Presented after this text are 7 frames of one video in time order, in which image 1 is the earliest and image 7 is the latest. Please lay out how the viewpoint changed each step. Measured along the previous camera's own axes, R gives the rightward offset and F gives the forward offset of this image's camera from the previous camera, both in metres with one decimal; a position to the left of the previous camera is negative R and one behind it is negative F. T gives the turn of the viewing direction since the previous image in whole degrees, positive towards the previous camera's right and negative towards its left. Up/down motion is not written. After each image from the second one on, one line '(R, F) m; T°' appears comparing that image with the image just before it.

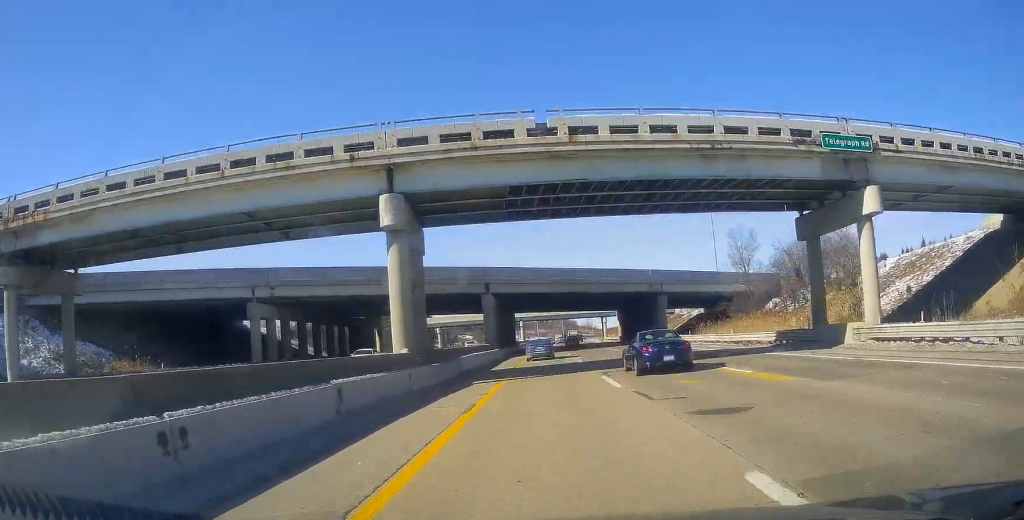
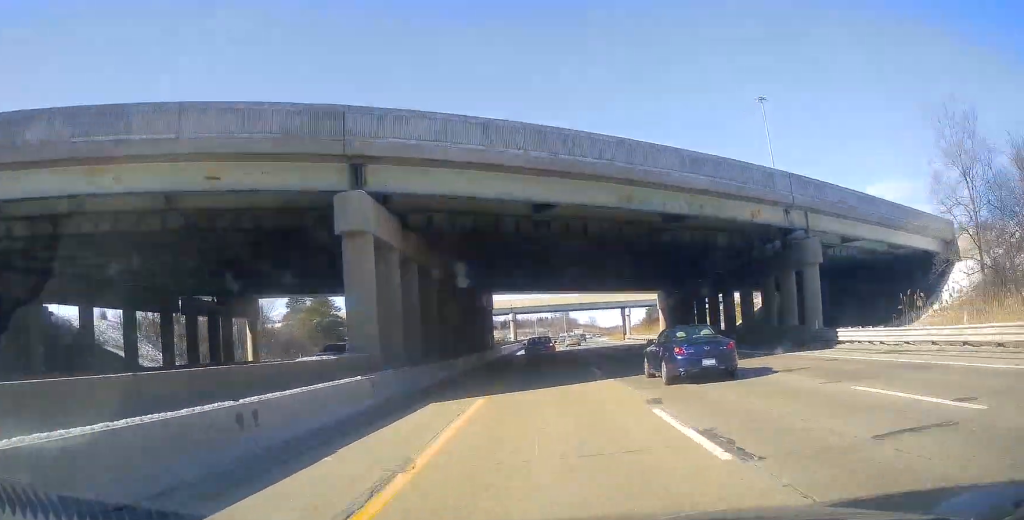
(0.0, +40.6) m; 0°
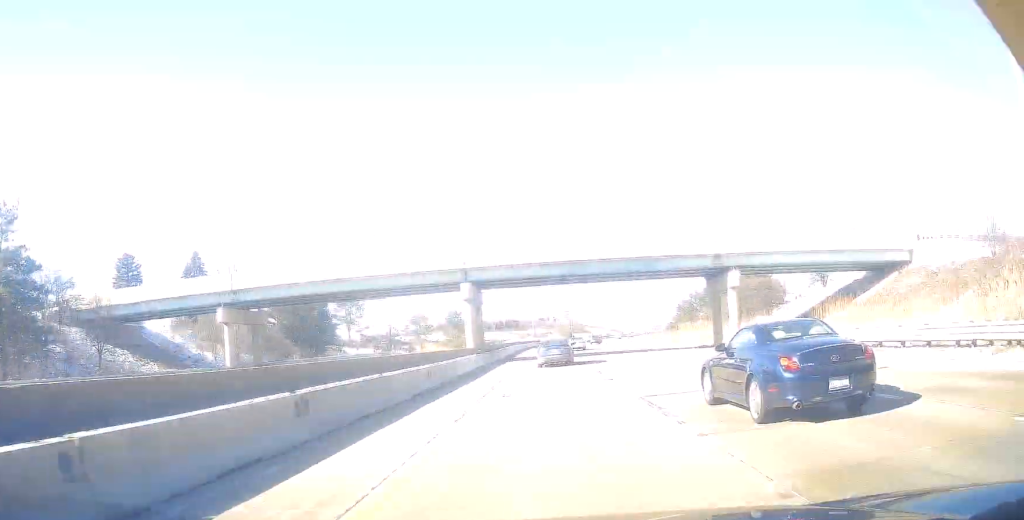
(+0.4, +58.7) m; +1°
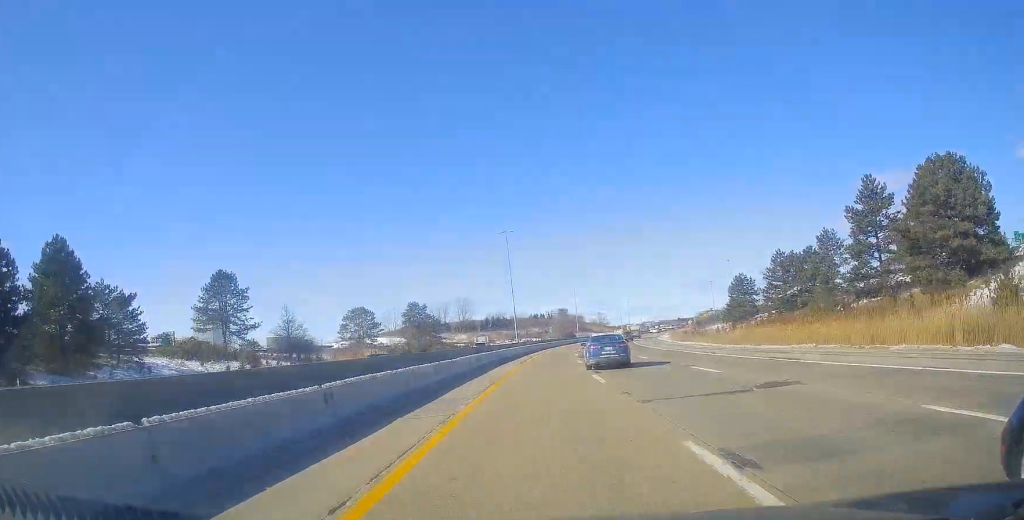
(+0.3, +65.8) m; +2°
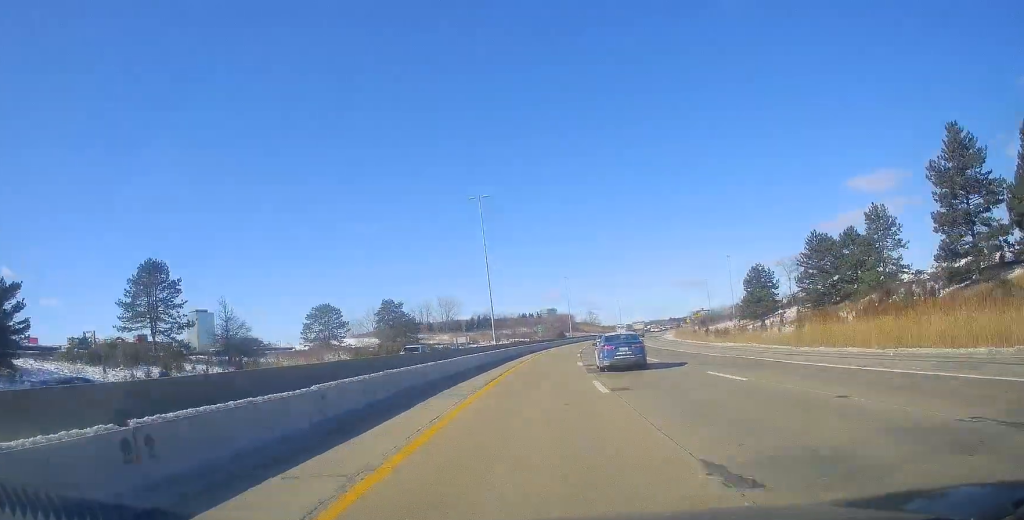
(+0.1, +18.3) m; +1°
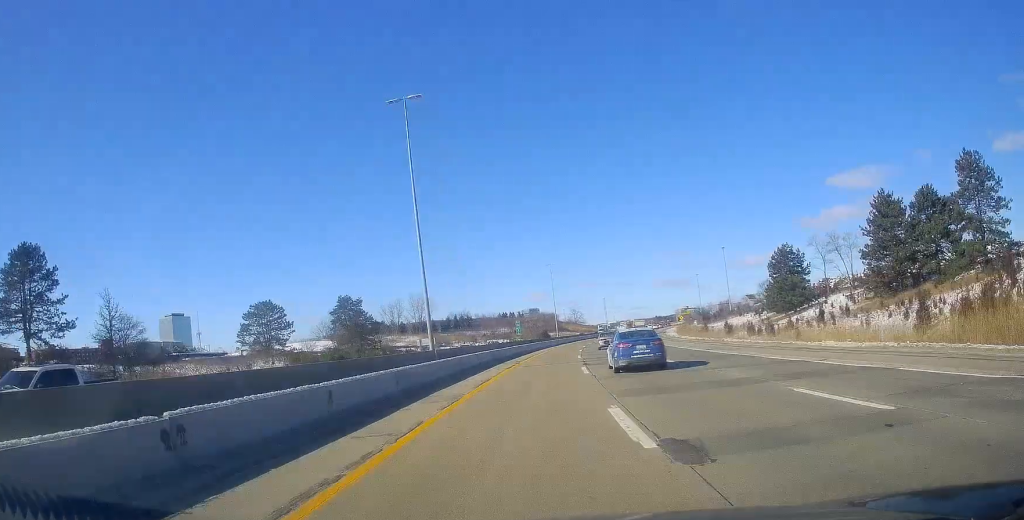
(+0.5, +23.2) m; +2°
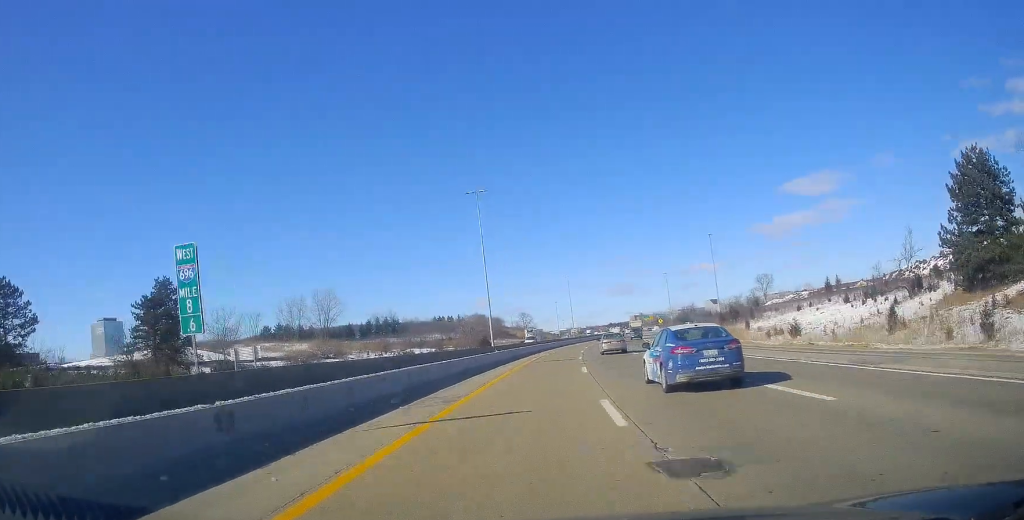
(+2.6, +58.6) m; +6°
